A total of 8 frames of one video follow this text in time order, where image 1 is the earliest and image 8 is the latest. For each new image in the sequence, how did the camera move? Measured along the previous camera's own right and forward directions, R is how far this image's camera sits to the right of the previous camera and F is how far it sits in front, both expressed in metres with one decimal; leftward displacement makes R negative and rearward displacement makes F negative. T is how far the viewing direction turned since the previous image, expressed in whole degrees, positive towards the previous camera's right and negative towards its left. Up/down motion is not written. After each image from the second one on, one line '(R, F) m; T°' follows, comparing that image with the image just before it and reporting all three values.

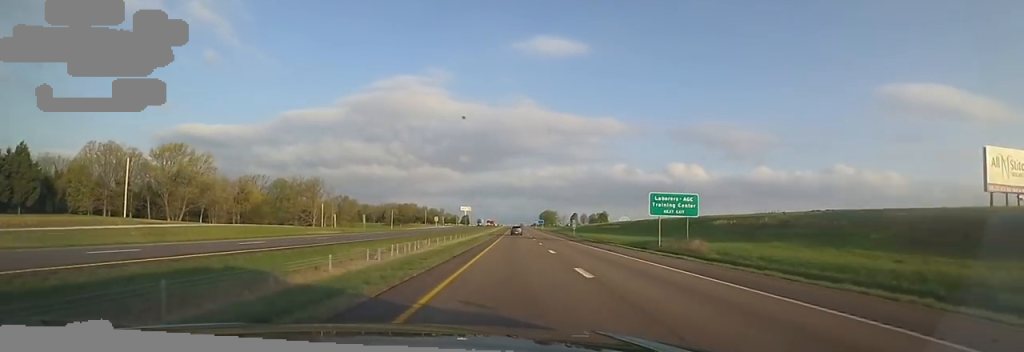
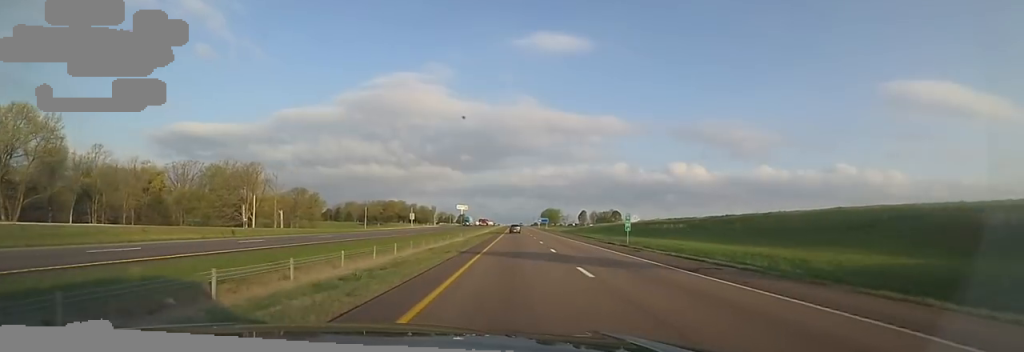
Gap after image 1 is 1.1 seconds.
(-0.1, +37.0) m; -1°
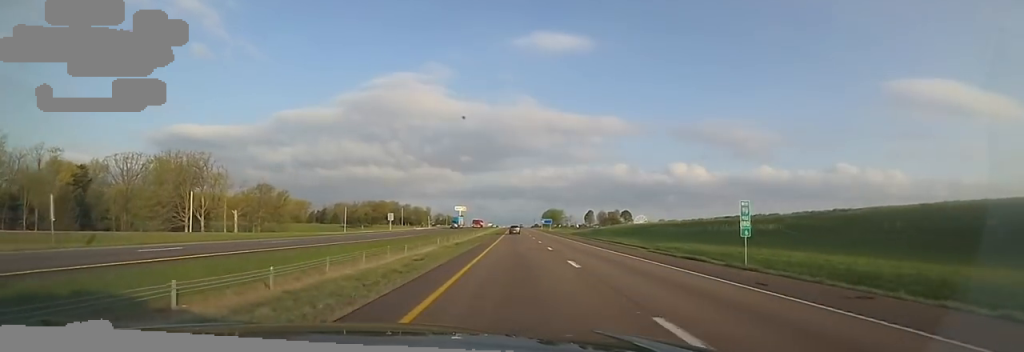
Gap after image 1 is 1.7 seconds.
(+0.1, +21.4) m; -2°
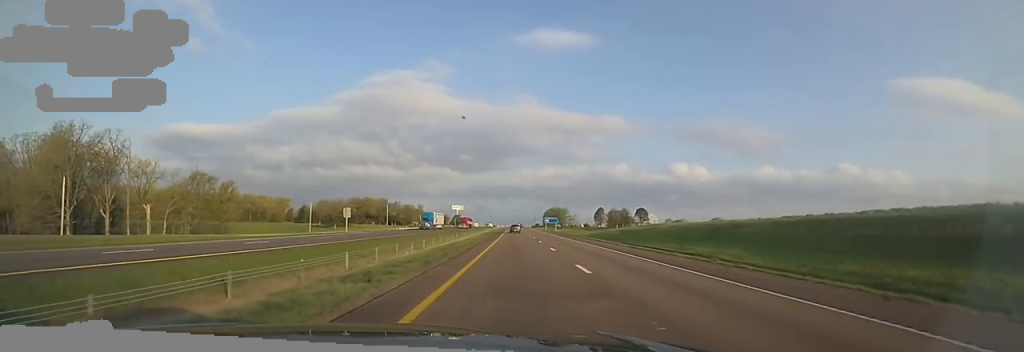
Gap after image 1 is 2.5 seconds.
(-1.0, +26.8) m; 0°
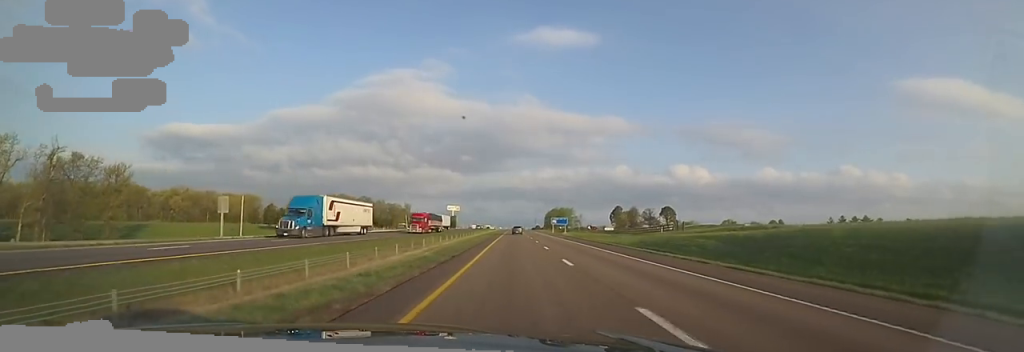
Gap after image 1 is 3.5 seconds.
(+1.0, +33.2) m; +3°
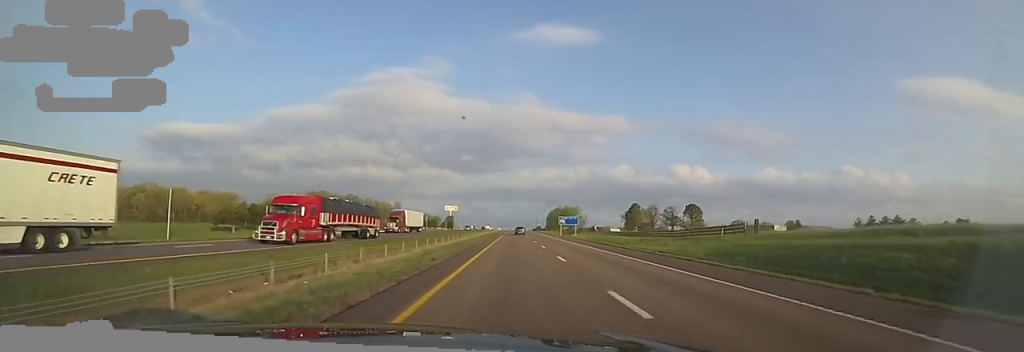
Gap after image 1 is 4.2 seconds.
(+0.3, +22.0) m; 0°
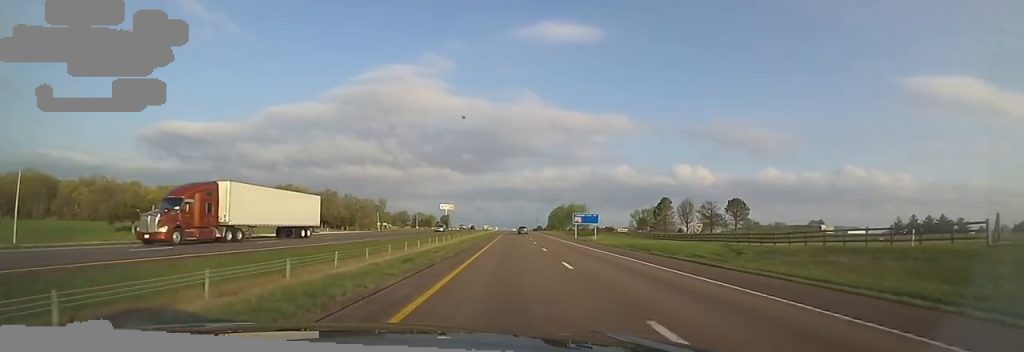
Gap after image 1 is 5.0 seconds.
(-0.2, +27.5) m; -2°
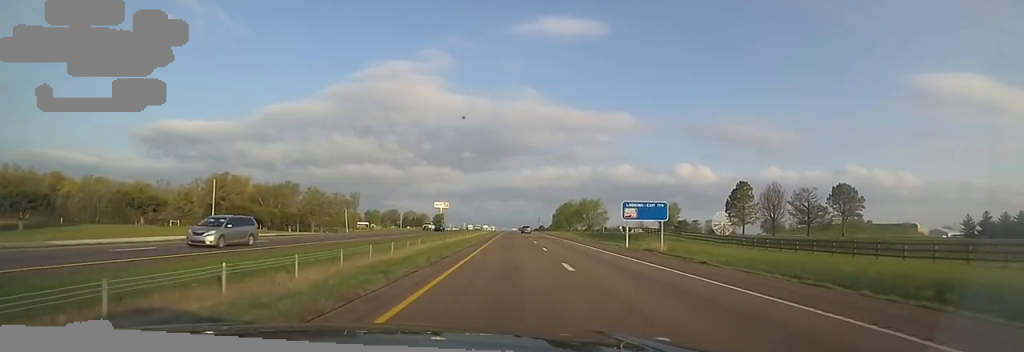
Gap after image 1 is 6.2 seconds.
(-0.8, +37.6) m; 0°
